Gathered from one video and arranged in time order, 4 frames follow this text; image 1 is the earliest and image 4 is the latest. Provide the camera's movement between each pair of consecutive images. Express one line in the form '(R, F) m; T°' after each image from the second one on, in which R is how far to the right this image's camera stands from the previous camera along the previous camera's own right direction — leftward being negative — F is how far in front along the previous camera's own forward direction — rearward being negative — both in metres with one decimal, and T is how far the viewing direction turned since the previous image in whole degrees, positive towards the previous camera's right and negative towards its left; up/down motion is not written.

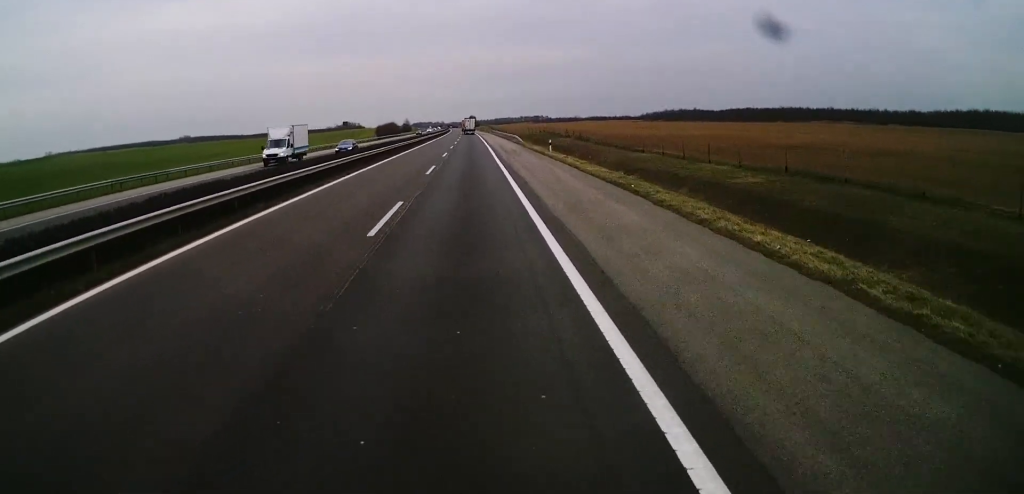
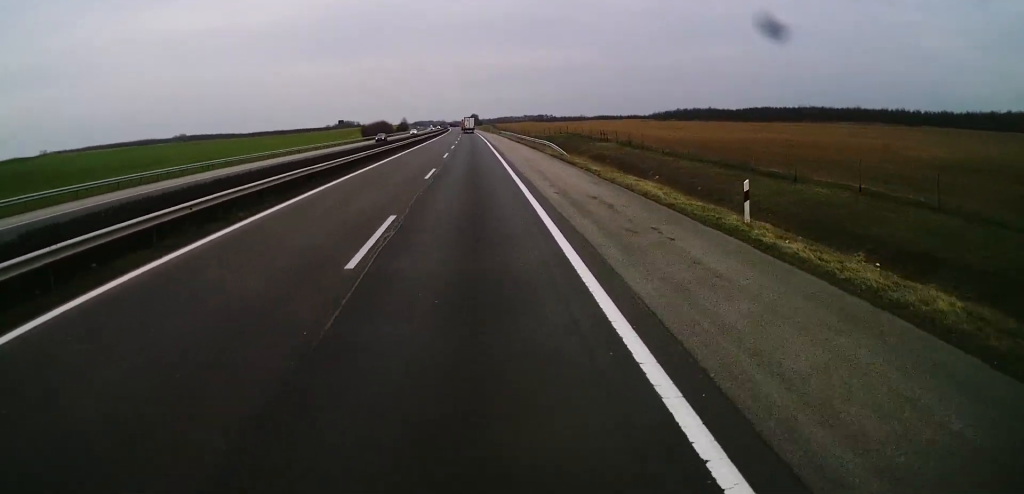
(-0.7, +37.7) m; -1°
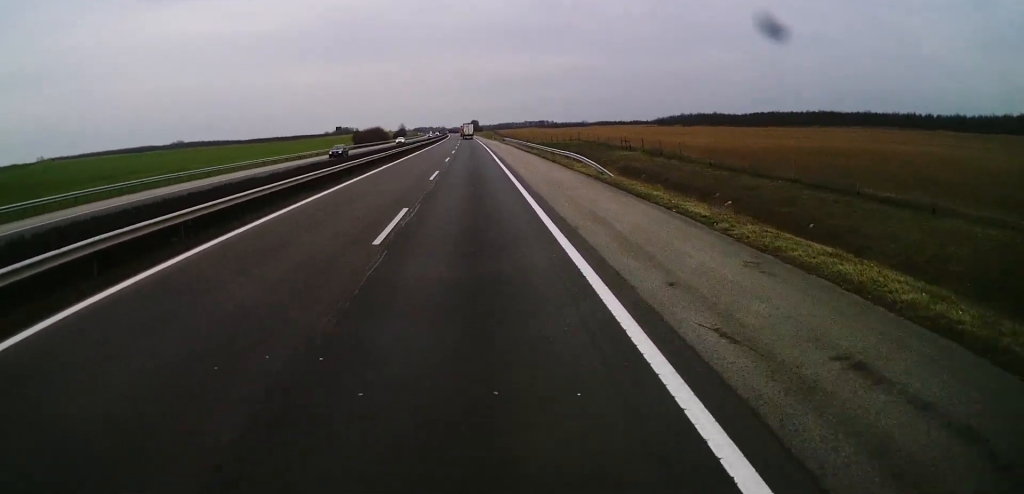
(0.0, +14.6) m; 0°
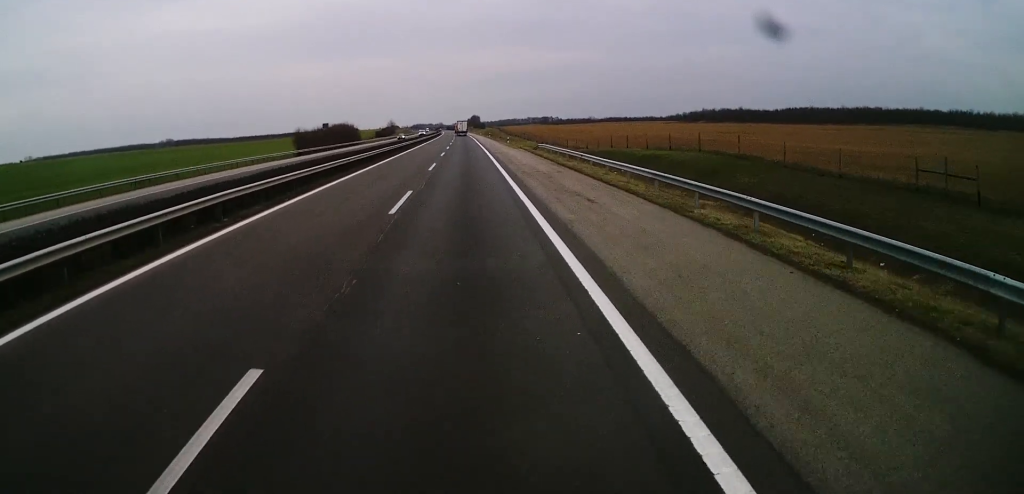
(+0.3, +64.6) m; 0°
